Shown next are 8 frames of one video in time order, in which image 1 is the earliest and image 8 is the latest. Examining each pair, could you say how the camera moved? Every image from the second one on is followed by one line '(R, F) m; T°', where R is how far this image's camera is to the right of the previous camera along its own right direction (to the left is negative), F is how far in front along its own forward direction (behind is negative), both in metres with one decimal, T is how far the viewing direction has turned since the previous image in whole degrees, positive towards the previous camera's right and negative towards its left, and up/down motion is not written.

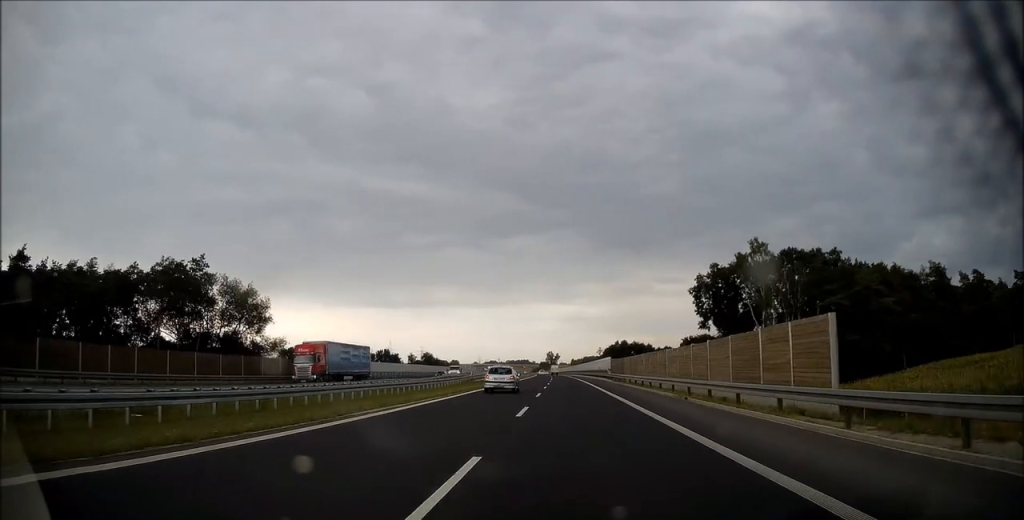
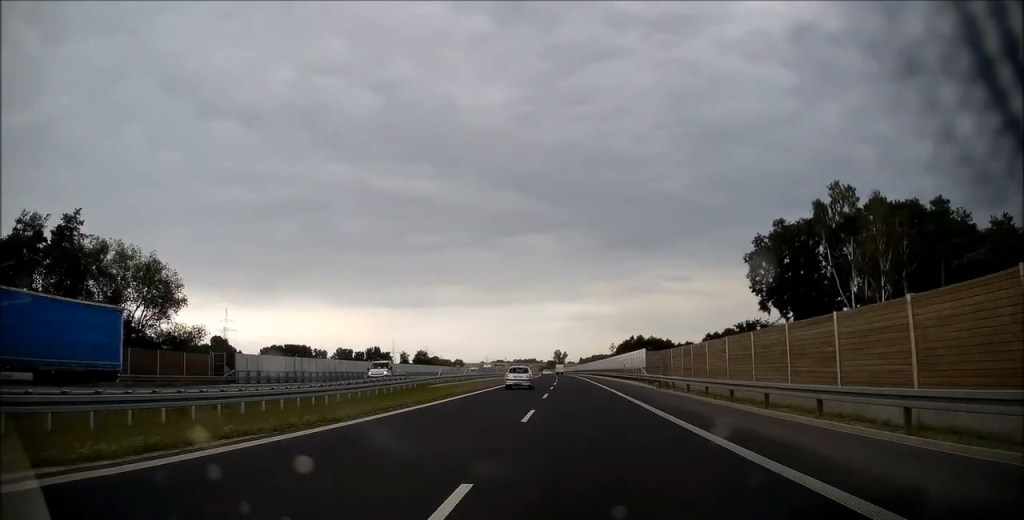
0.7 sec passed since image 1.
(+0.1, +25.7) m; -1°
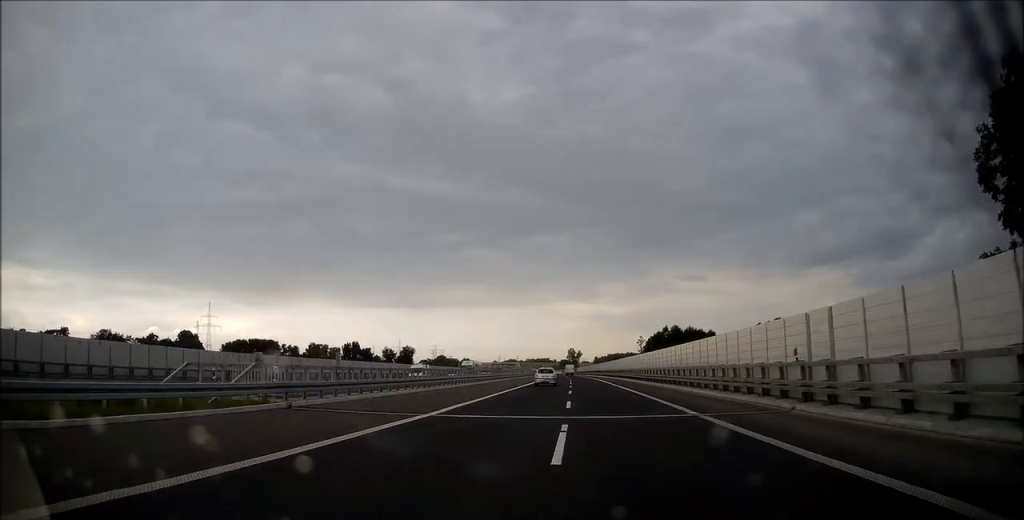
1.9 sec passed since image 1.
(-0.8, +41.0) m; -2°
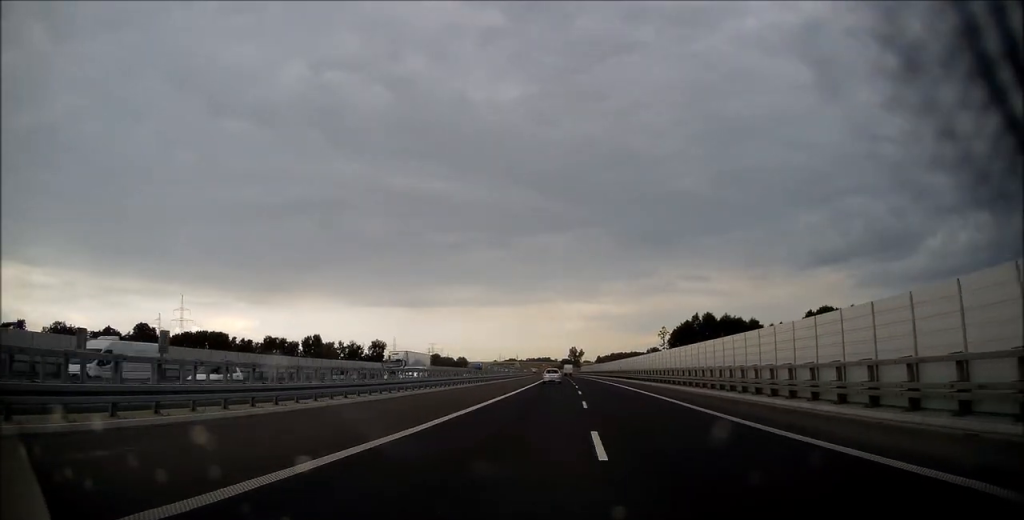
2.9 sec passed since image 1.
(-0.2, +35.3) m; 0°
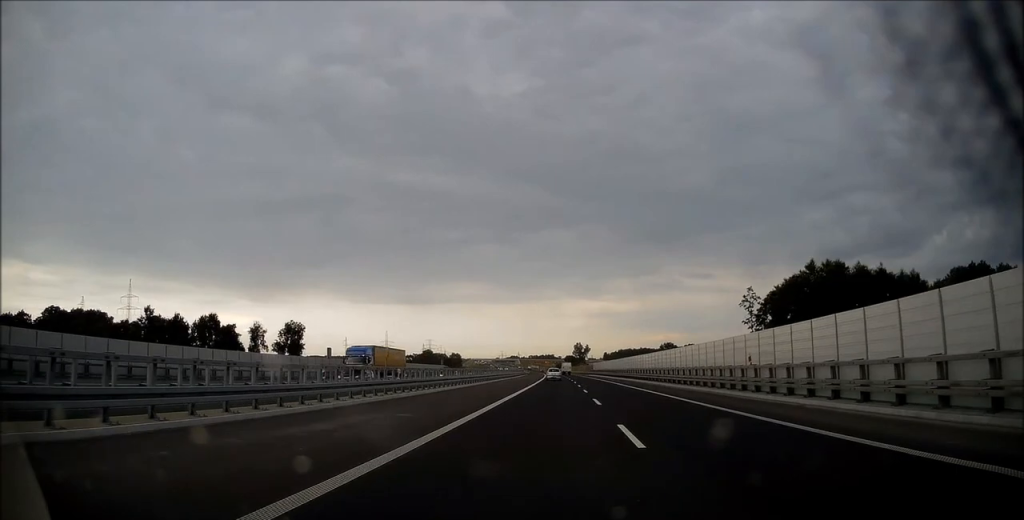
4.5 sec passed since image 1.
(0.0, +58.1) m; 0°
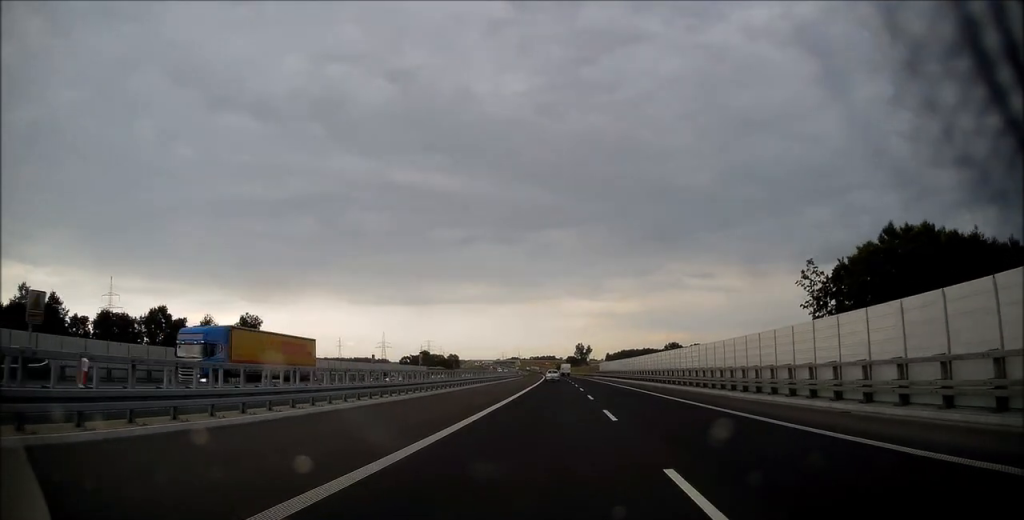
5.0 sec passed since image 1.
(0.0, +18.0) m; 0°
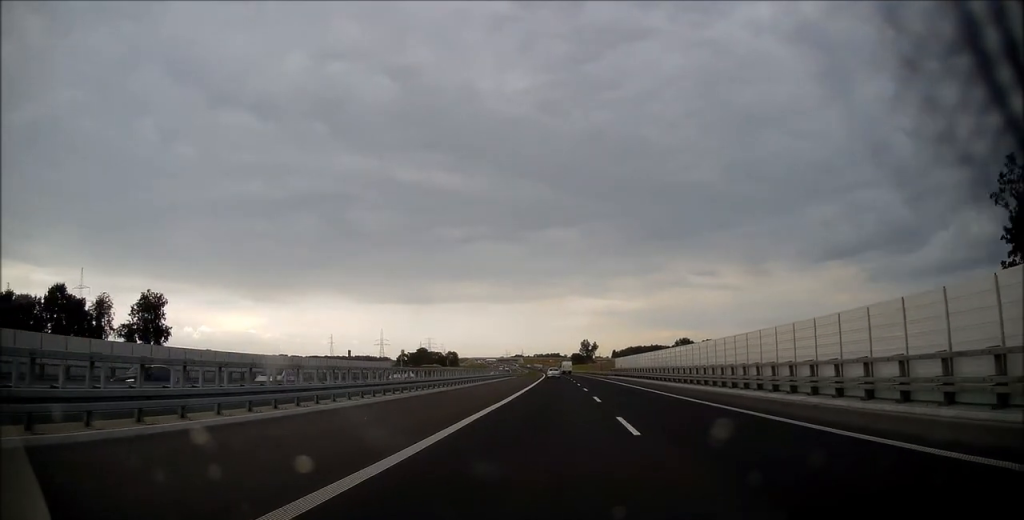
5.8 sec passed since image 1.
(-0.3, +27.7) m; 0°
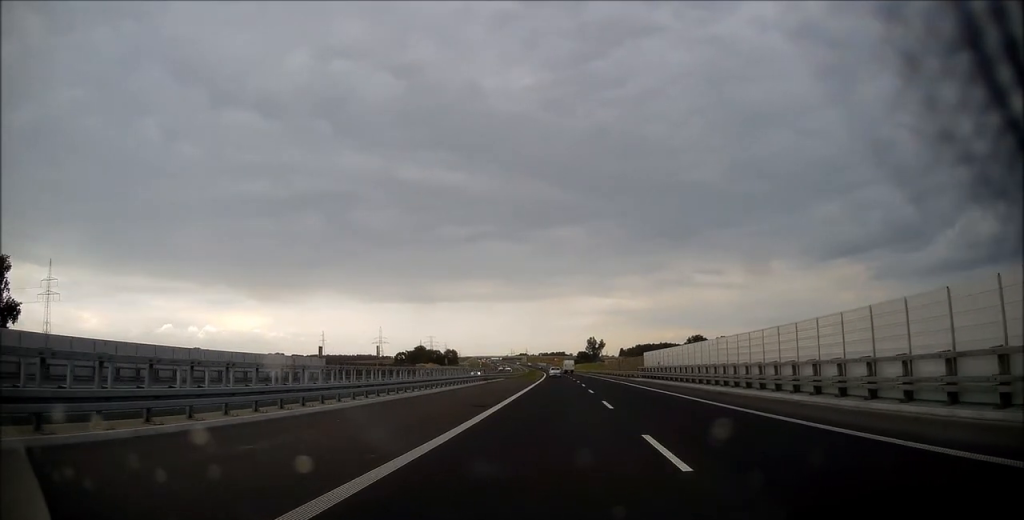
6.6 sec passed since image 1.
(+0.2, +27.9) m; 0°
